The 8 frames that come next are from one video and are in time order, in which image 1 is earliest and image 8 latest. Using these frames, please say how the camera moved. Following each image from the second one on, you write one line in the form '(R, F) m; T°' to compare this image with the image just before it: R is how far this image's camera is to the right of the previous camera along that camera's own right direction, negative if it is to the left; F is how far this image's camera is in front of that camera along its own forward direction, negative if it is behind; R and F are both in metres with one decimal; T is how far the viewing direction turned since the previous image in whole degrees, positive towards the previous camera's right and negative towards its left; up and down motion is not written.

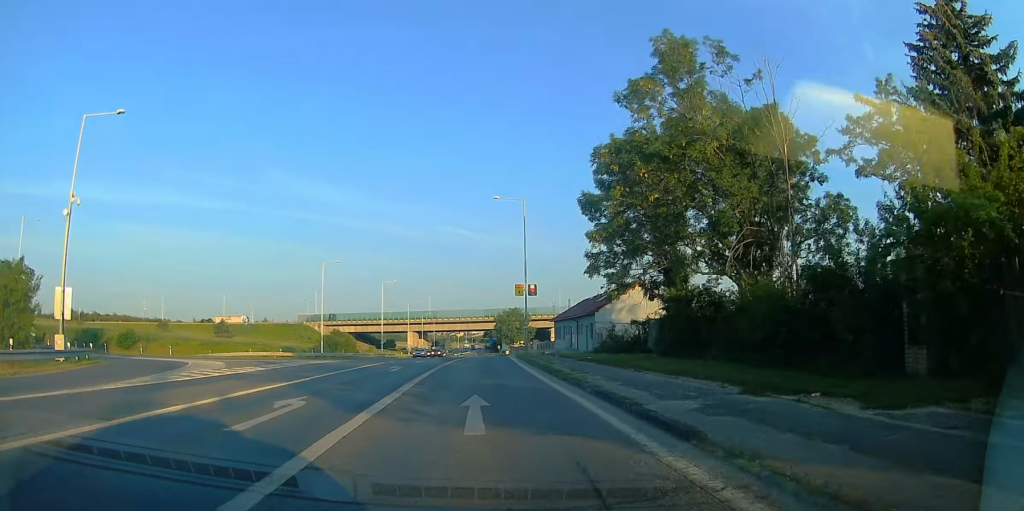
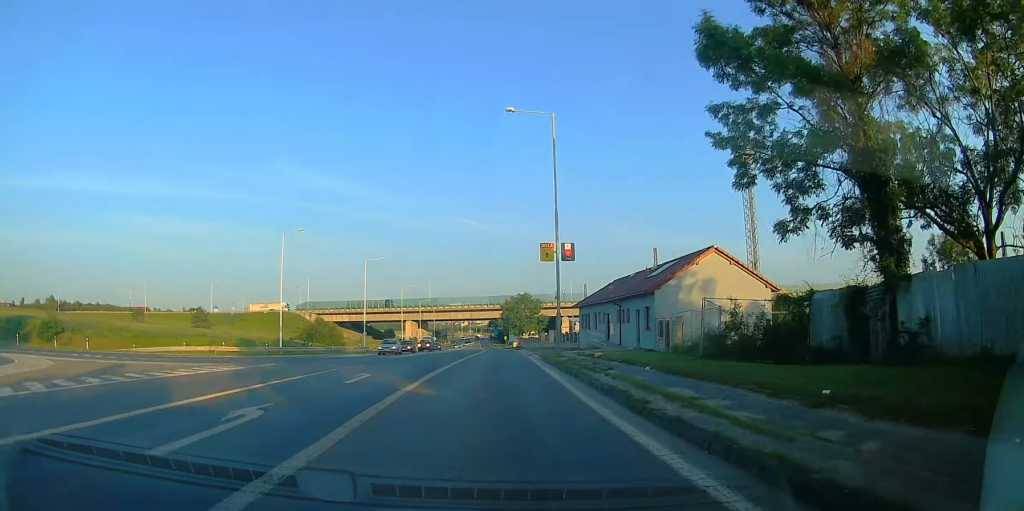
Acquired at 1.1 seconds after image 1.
(-1.5, +17.4) m; -1°
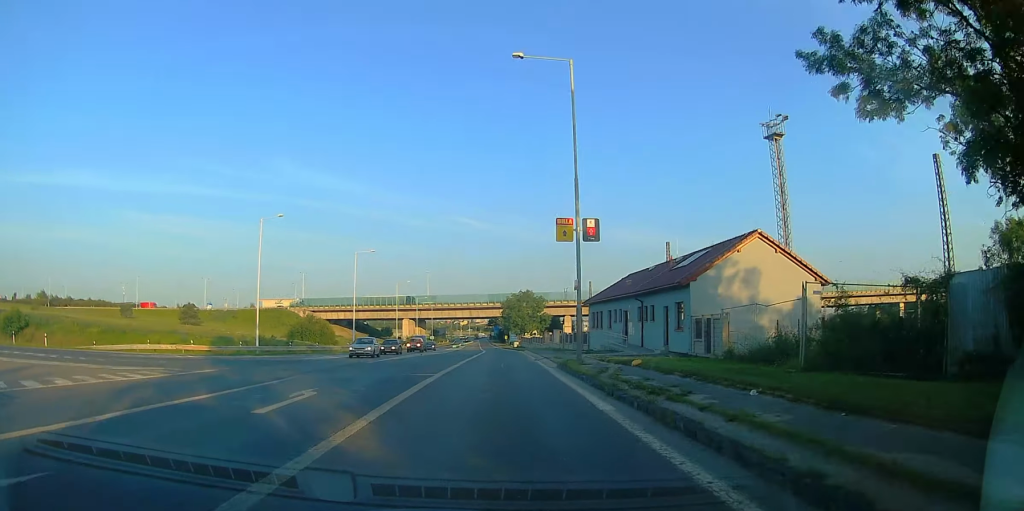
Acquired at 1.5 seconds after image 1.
(+0.6, +6.4) m; 0°
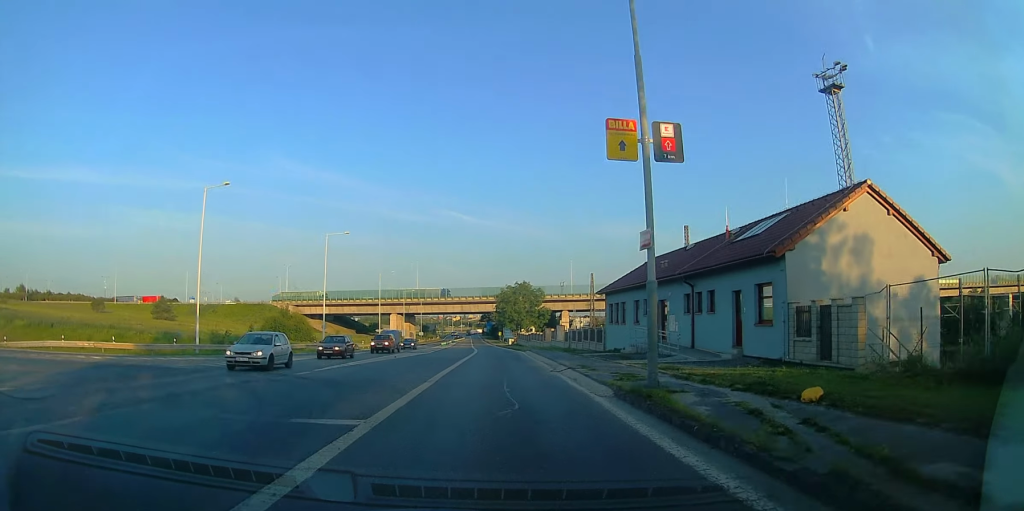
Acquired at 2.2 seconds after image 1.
(+0.6, +10.8) m; 0°
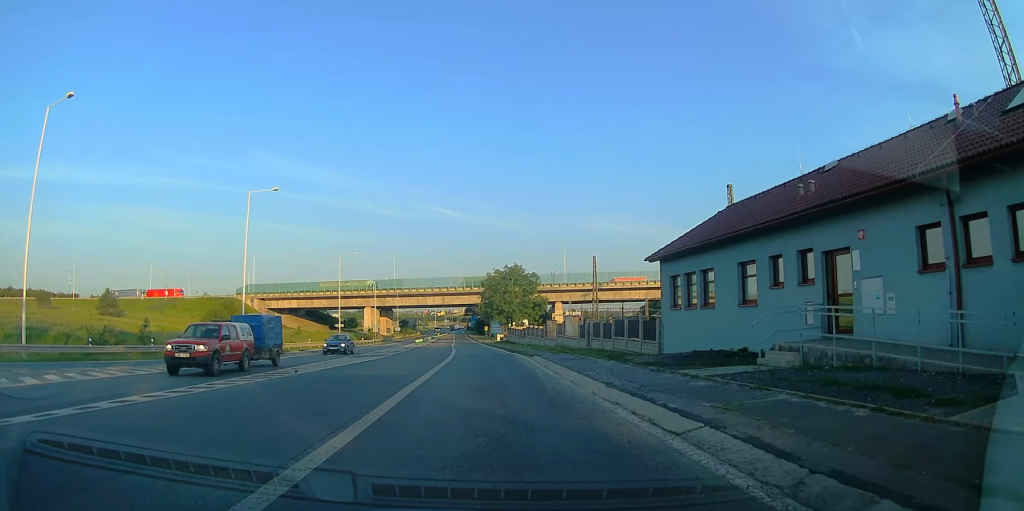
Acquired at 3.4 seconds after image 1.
(-0.9, +18.5) m; 0°
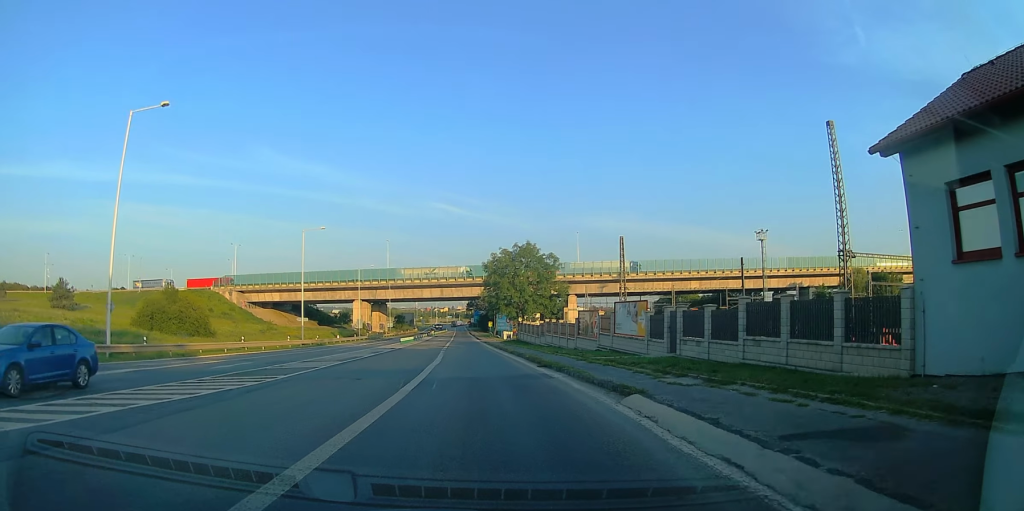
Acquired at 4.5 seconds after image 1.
(+0.4, +18.4) m; 0°
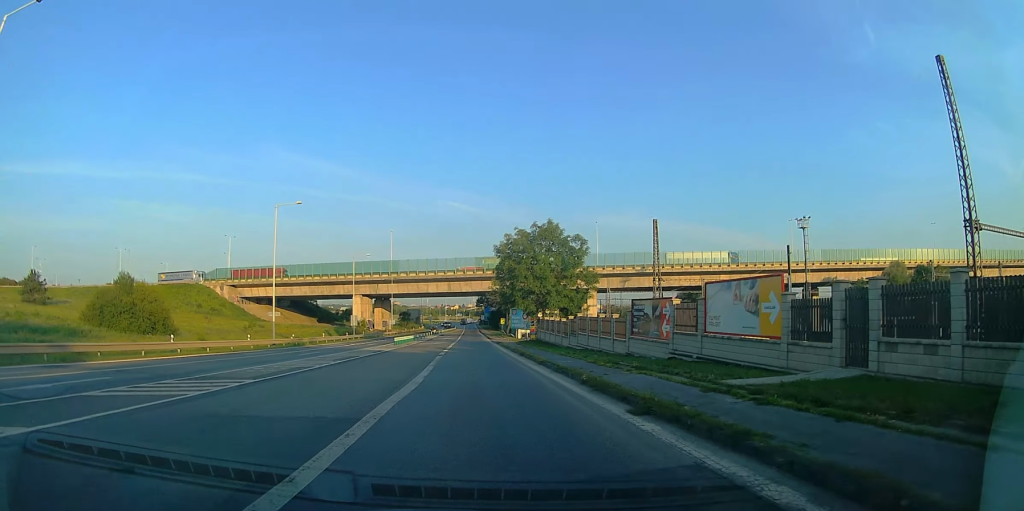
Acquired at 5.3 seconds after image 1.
(-0.5, +12.0) m; 0°
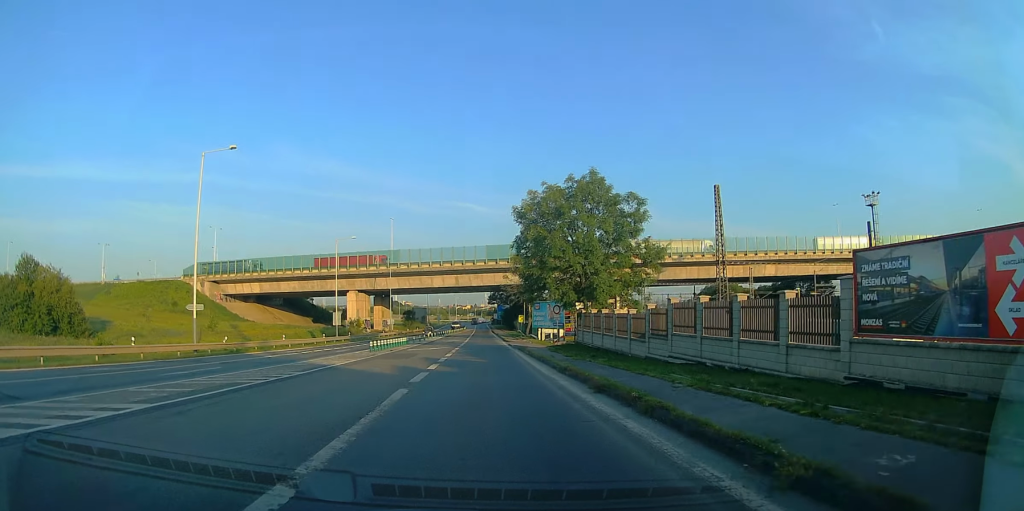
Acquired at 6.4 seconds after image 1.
(+0.7, +17.1) m; 0°
